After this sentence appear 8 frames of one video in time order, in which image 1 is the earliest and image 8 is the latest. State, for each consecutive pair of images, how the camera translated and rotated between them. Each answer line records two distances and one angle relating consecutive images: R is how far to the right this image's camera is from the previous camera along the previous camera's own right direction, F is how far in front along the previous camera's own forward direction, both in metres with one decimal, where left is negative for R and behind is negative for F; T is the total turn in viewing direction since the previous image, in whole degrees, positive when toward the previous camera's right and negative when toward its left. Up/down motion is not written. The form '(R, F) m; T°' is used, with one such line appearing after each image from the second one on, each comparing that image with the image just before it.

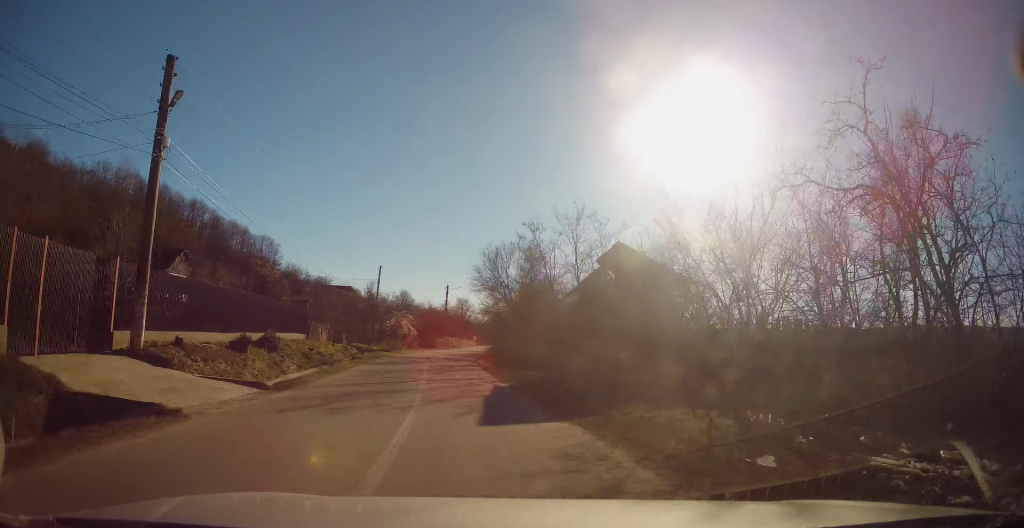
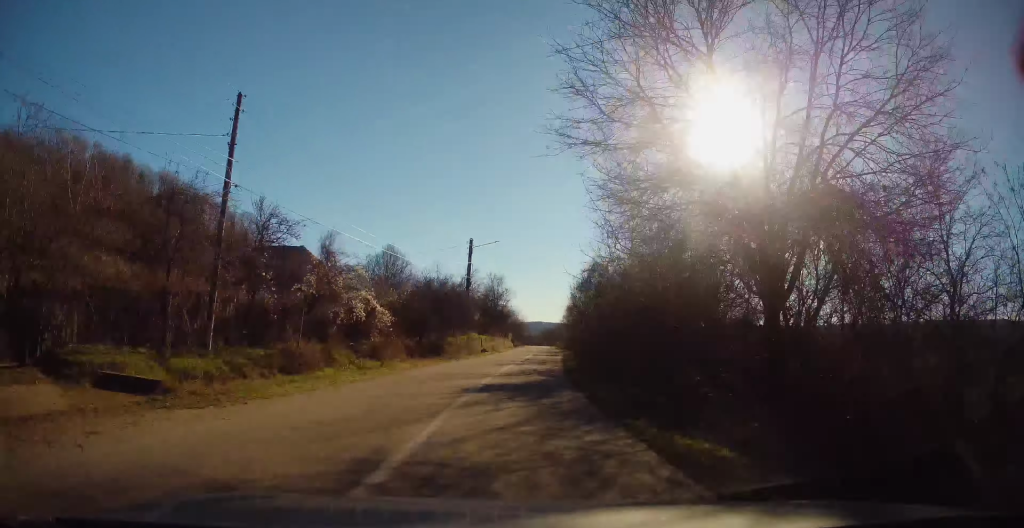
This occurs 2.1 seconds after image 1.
(-3.3, +38.2) m; -4°
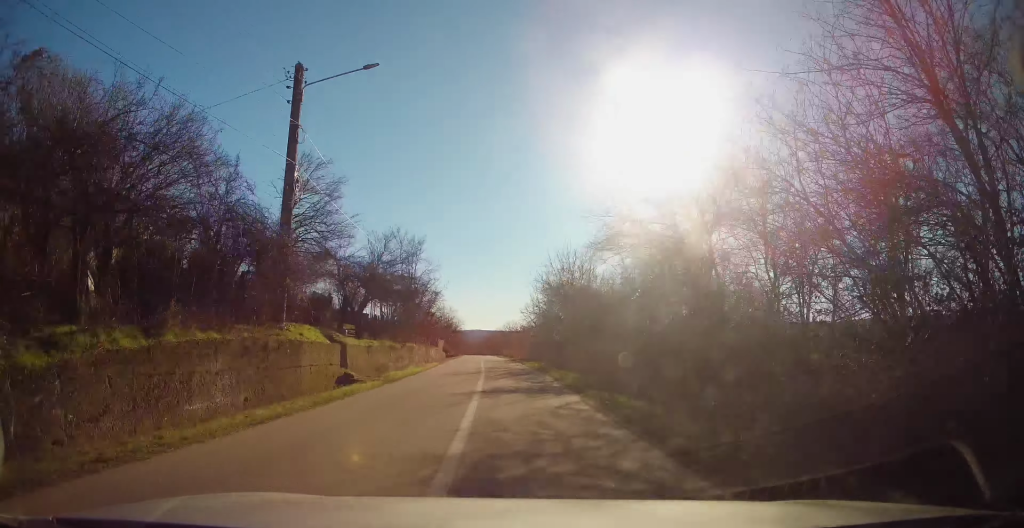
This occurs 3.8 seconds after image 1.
(+2.1, +31.3) m; +6°
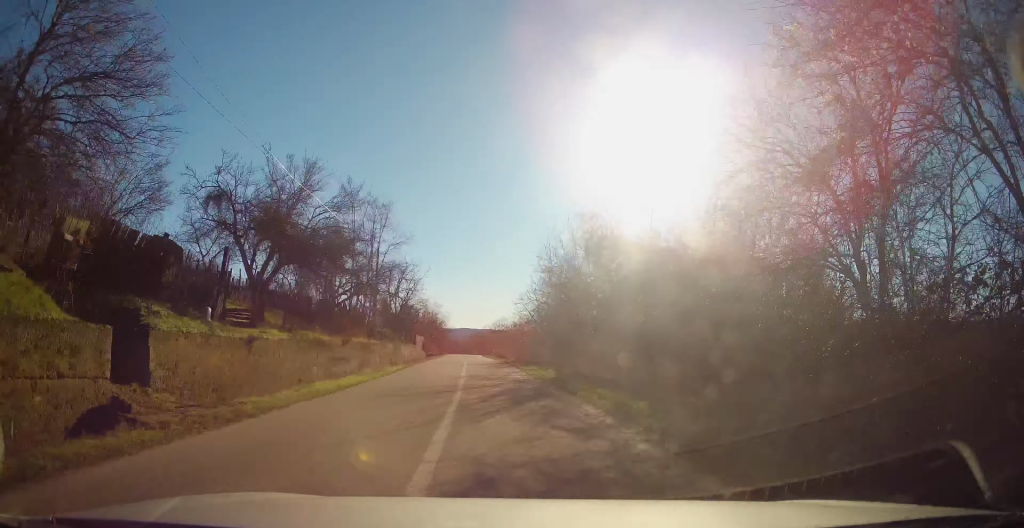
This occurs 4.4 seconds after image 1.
(+0.2, +11.1) m; +1°
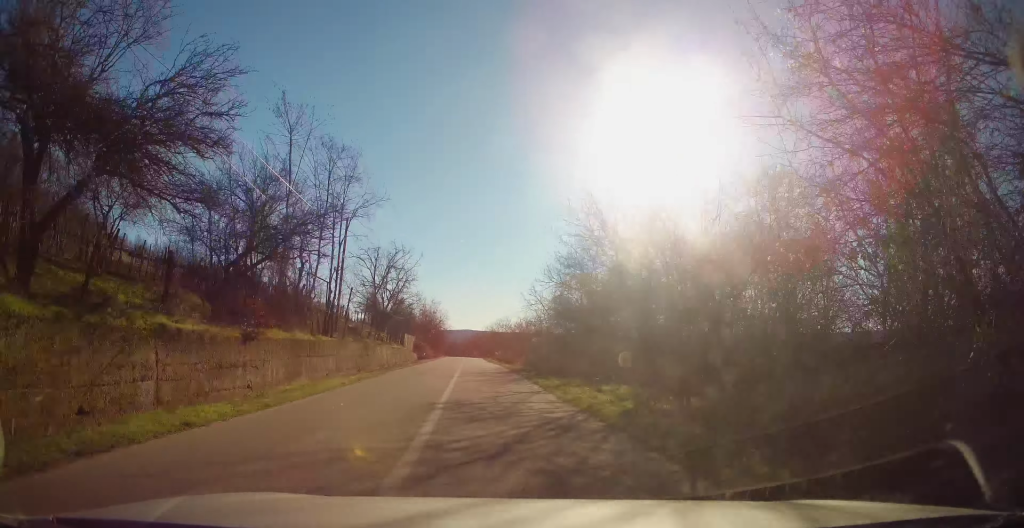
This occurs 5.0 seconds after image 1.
(0.0, +9.9) m; 0°
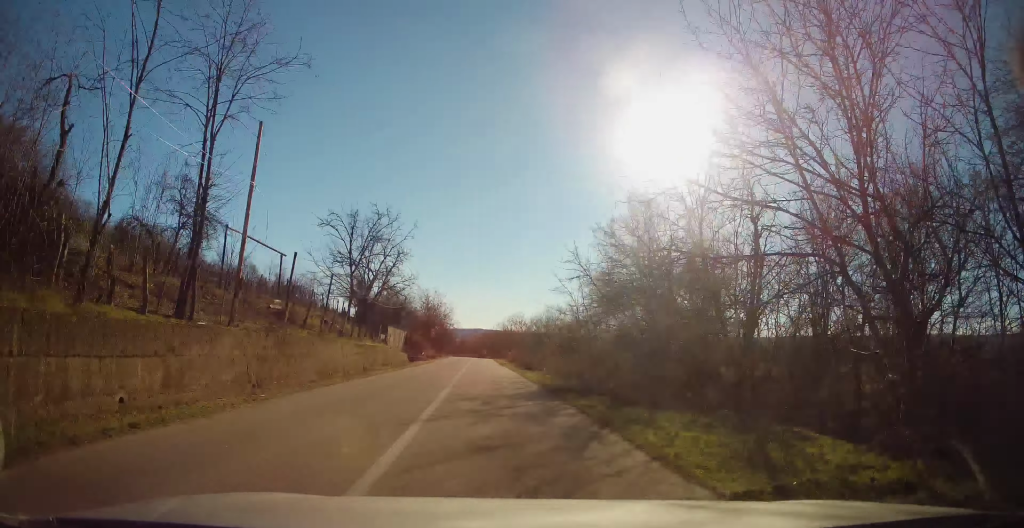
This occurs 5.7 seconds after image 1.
(0.0, +13.6) m; 0°
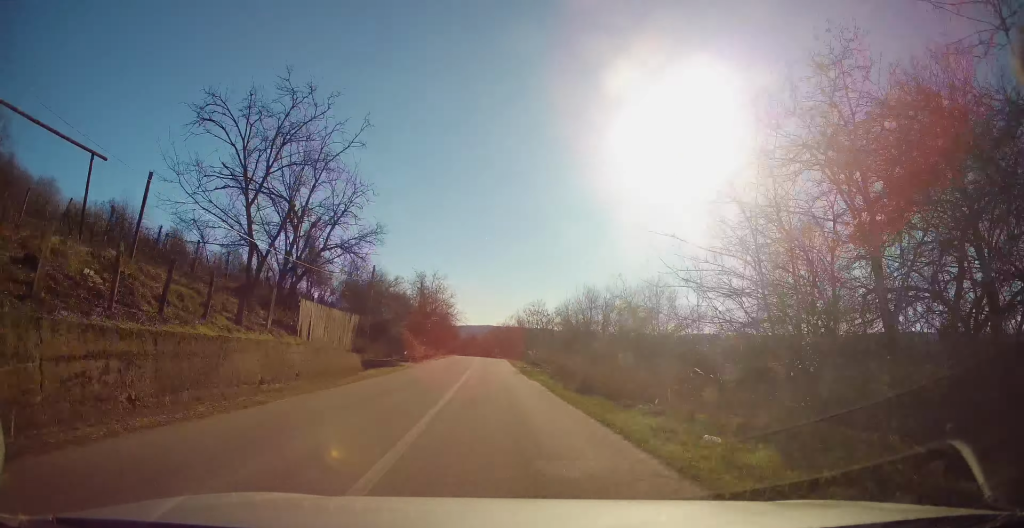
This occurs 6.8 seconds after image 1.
(0.0, +19.7) m; 0°
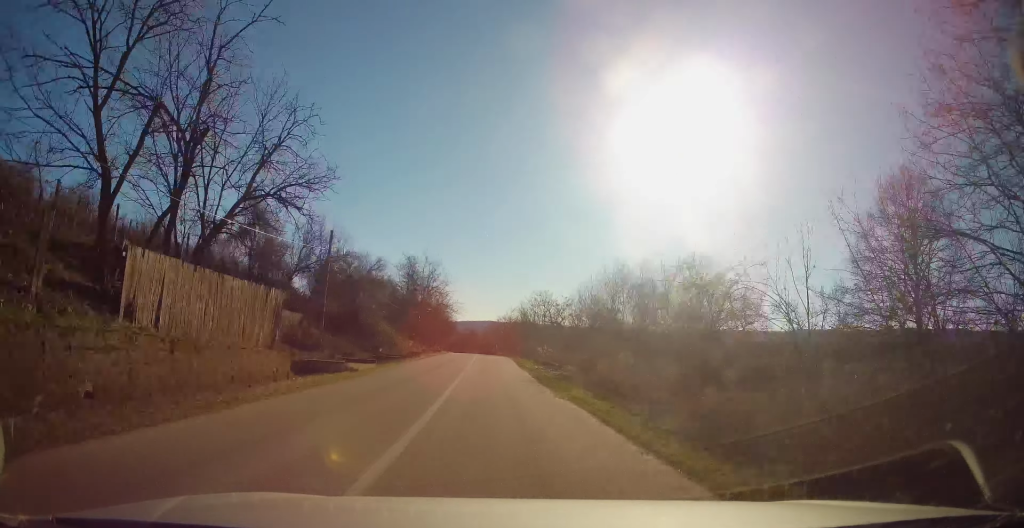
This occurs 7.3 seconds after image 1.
(+0.1, +9.9) m; -1°
